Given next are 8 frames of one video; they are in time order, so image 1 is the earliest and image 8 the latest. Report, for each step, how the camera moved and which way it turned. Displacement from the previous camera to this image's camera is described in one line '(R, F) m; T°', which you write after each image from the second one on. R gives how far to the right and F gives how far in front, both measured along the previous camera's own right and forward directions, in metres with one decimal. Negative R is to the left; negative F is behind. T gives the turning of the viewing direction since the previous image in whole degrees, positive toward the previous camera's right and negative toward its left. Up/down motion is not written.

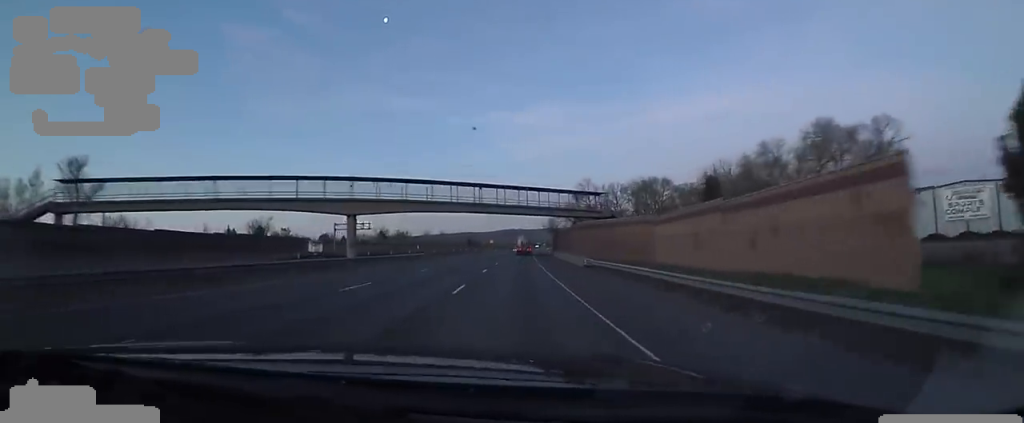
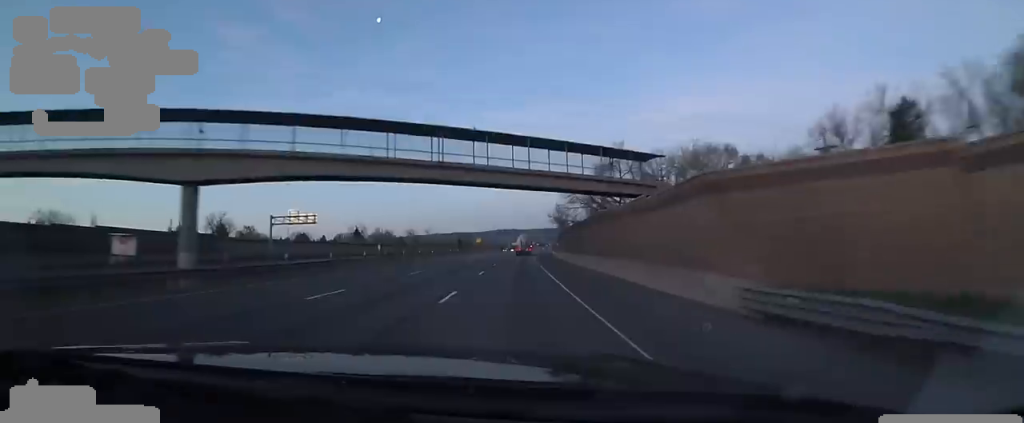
(+0.3, +26.4) m; +1°
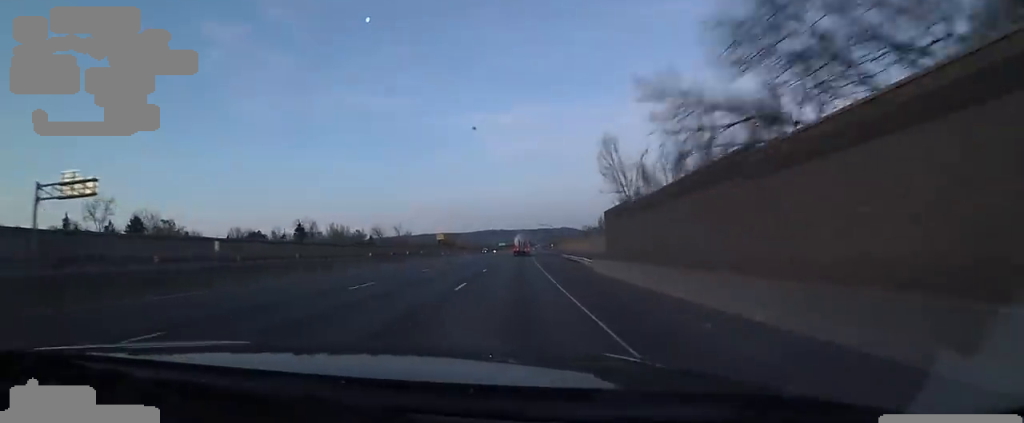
(0.0, +44.3) m; 0°
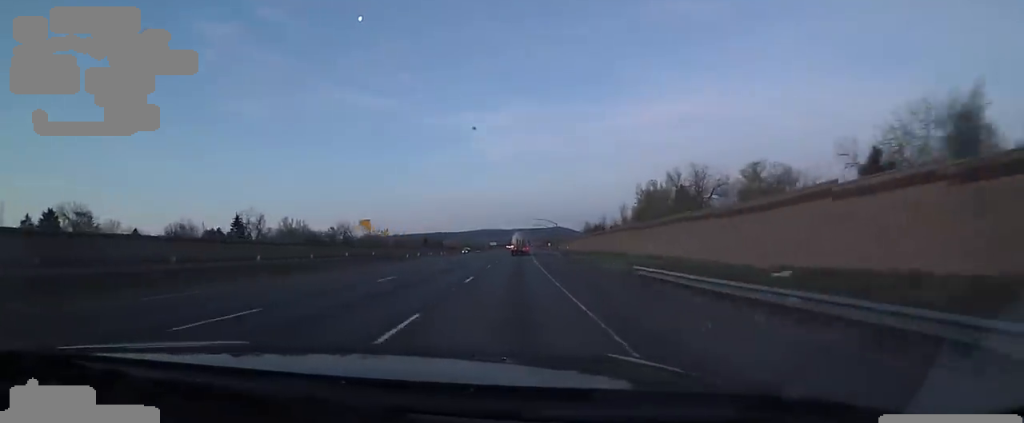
(0.0, +33.1) m; +2°
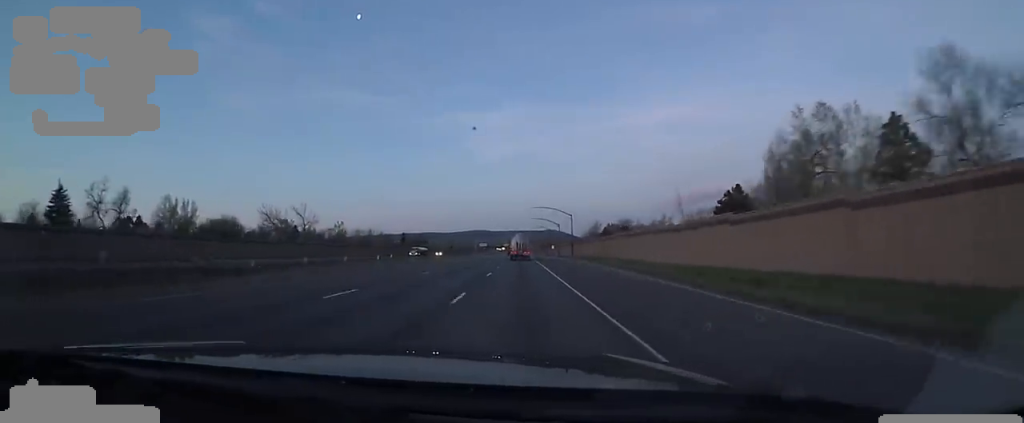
(+2.0, +54.7) m; +1°
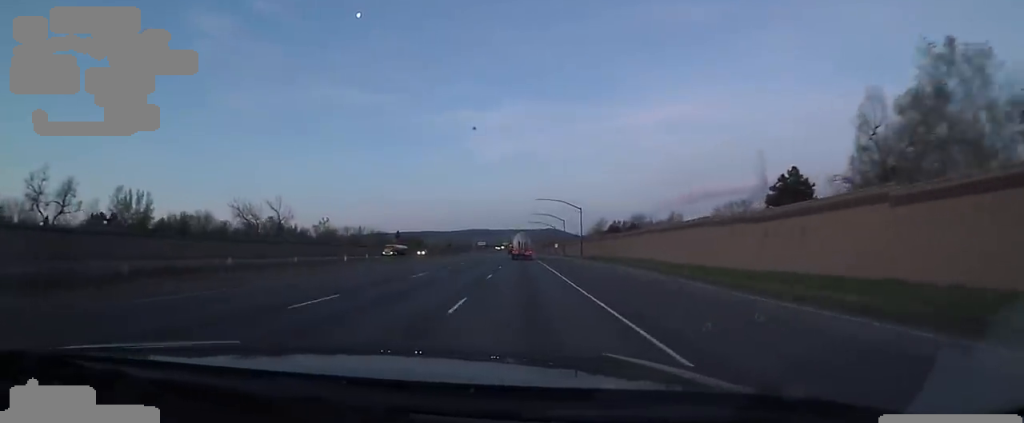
(-0.7, +14.6) m; -1°
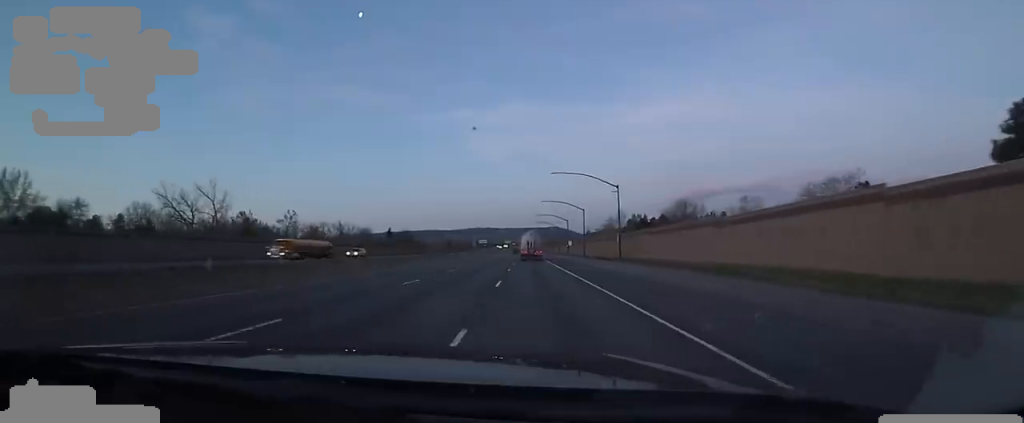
(+0.2, +29.3) m; 0°
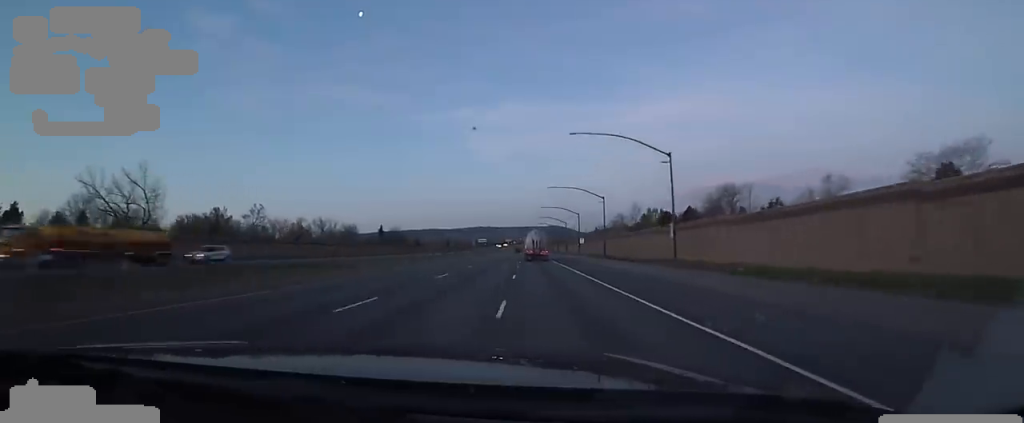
(+0.1, +19.9) m; 0°
